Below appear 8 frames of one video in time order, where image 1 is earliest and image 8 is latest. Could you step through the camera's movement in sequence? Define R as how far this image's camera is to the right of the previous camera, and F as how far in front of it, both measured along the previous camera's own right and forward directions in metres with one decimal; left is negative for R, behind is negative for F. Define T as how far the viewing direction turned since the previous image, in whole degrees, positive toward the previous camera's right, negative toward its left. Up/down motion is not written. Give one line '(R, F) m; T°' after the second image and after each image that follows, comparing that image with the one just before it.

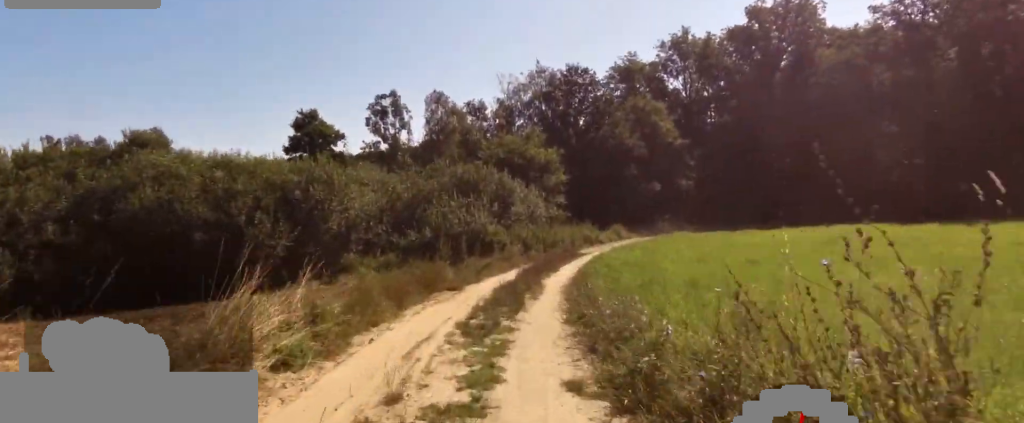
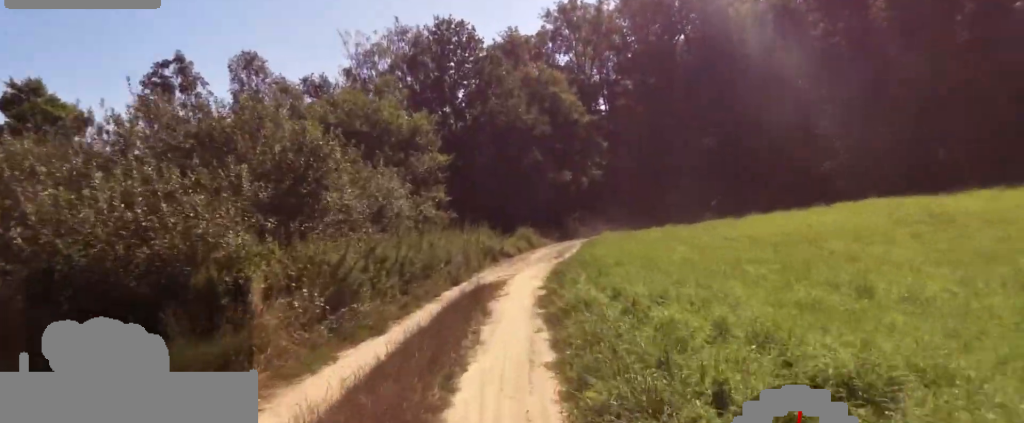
(+2.4, +16.3) m; +14°
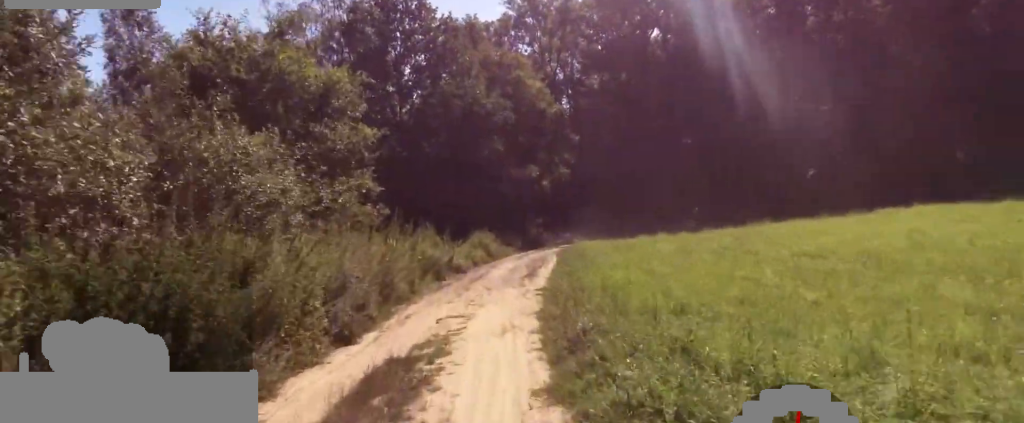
(0.0, +7.6) m; 0°
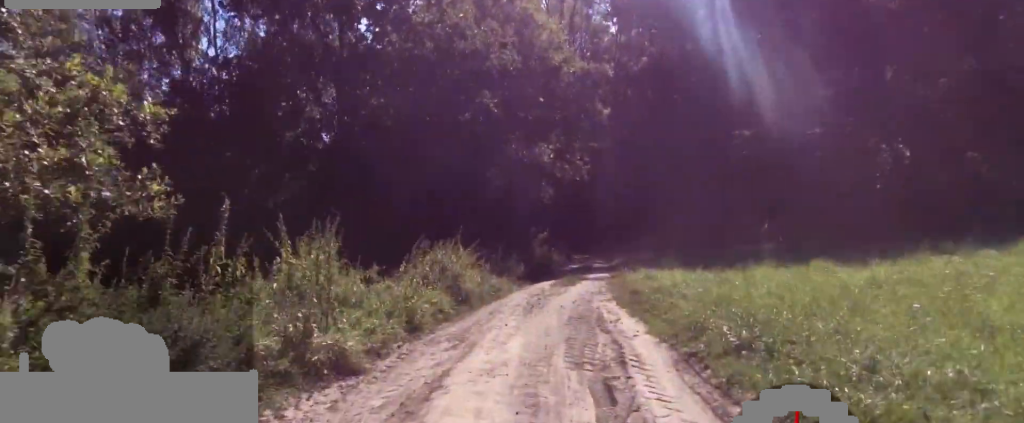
(+0.3, +14.1) m; +7°
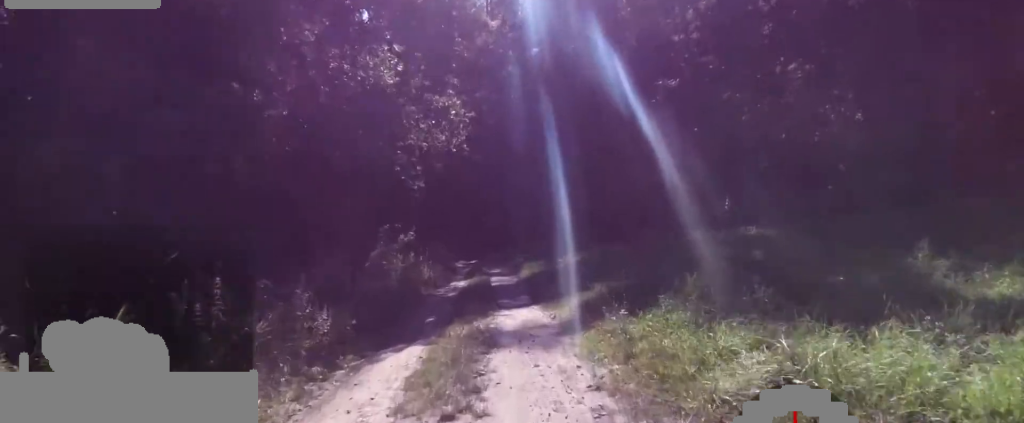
(+1.3, +11.1) m; +9°
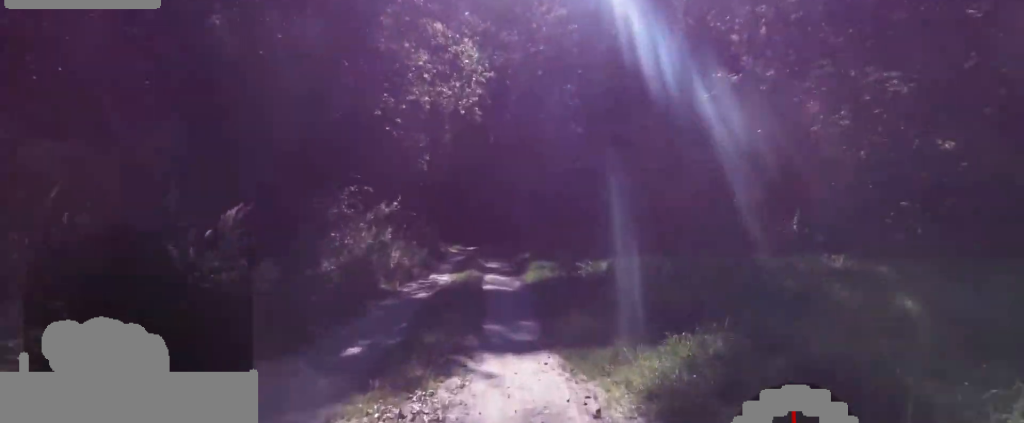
(+0.1, +4.5) m; +2°
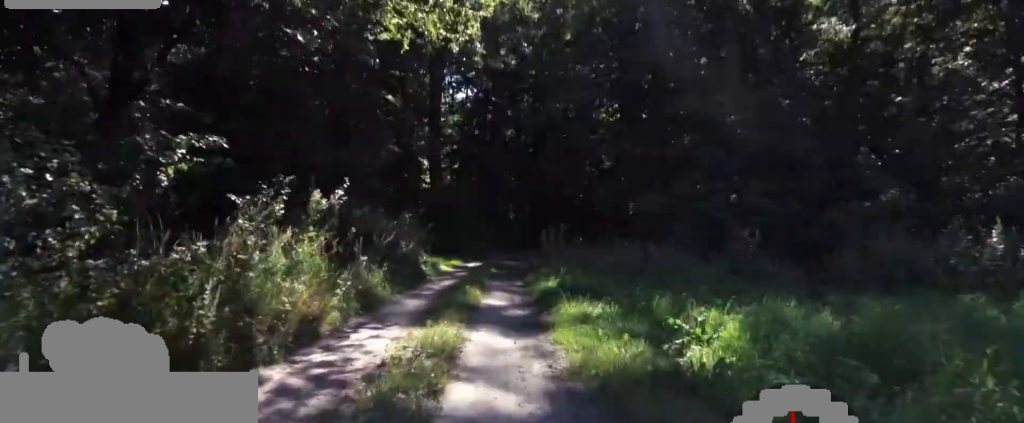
(-0.4, +6.7) m; +2°
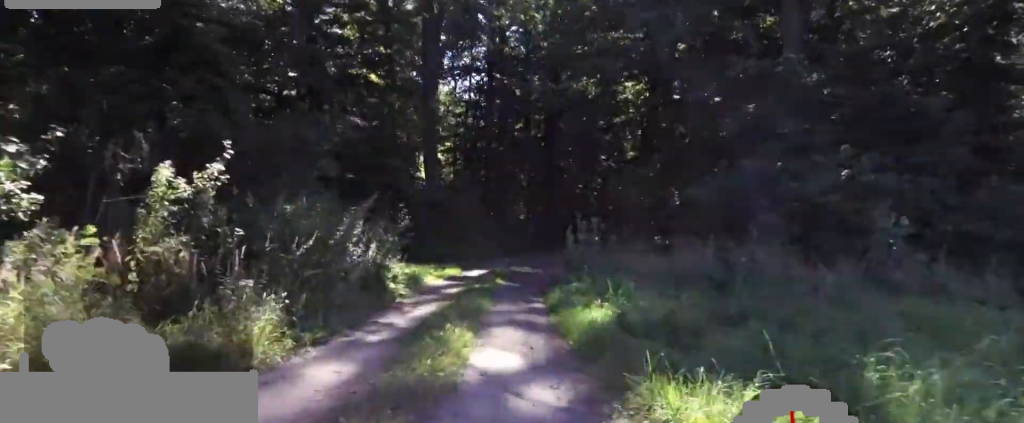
(+0.5, +4.8) m; +3°
